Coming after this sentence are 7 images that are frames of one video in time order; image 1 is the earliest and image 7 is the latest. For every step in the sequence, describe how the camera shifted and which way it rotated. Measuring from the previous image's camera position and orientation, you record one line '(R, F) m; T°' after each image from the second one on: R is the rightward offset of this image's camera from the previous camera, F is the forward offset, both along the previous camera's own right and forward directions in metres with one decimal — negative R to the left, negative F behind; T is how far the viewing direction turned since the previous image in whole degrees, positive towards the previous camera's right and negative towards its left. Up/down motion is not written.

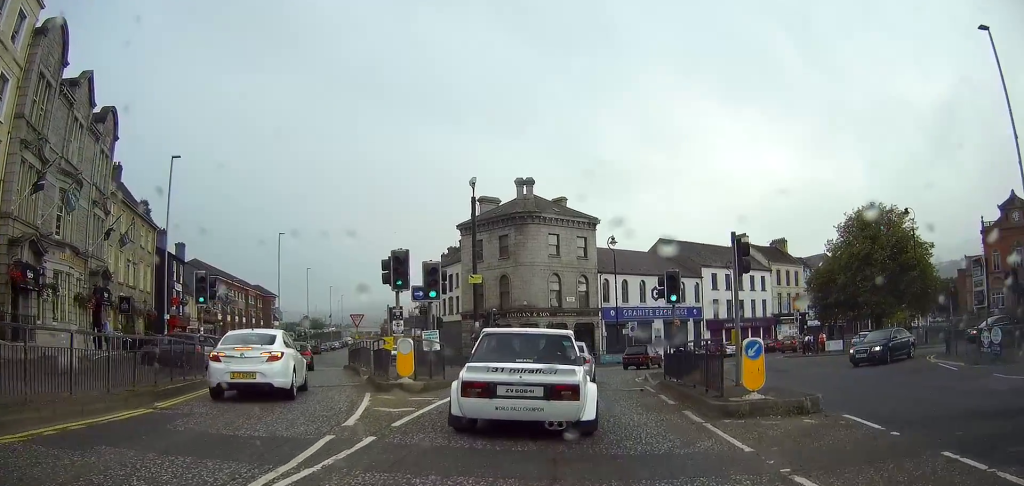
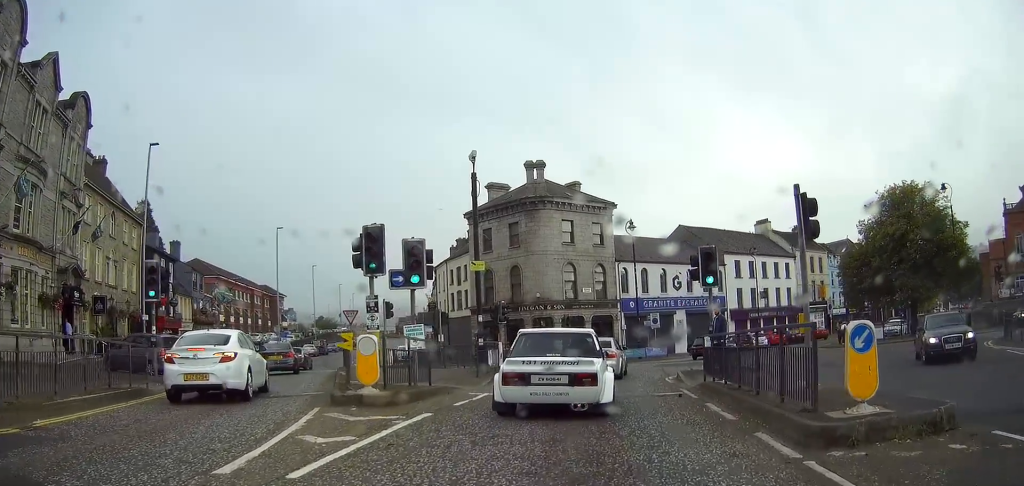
(-0.1, +5.1) m; -1°
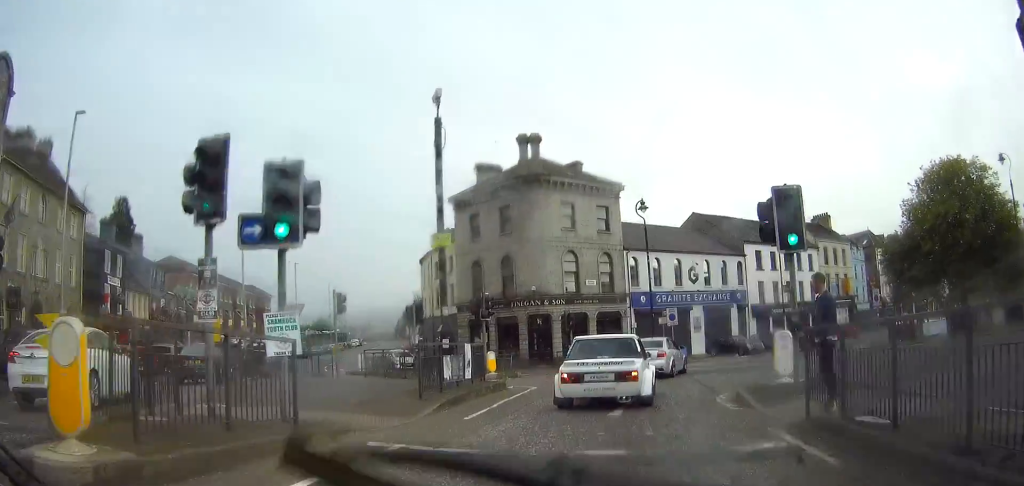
(0.0, +9.2) m; +1°
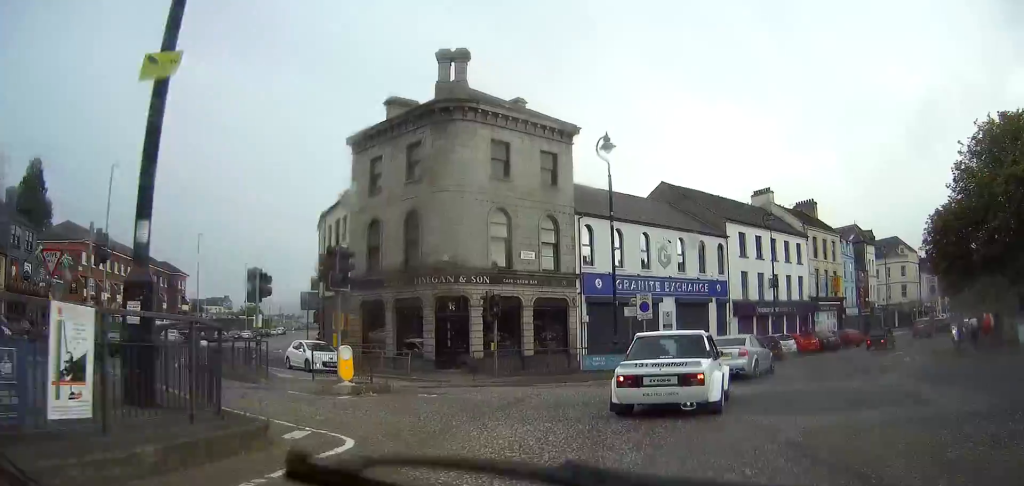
(+0.9, +13.4) m; +10°
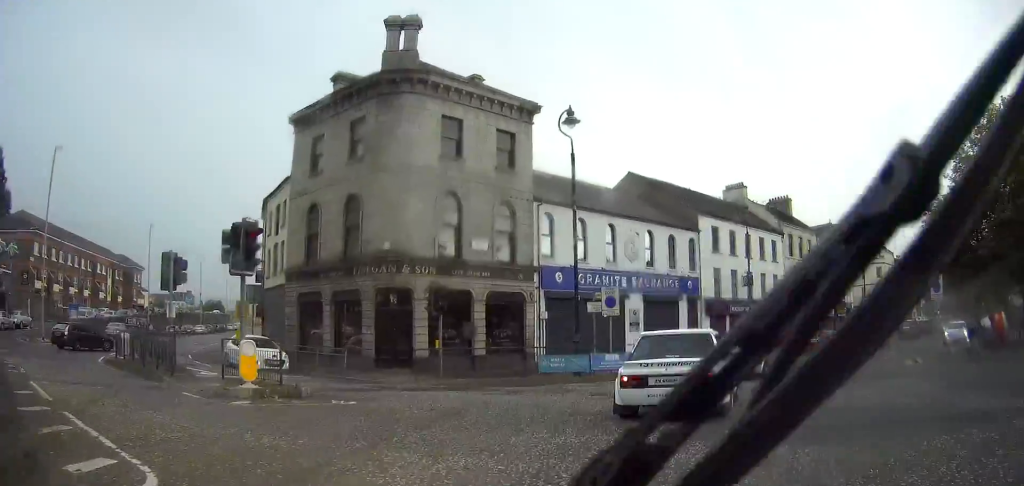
(+0.1, +3.3) m; +3°
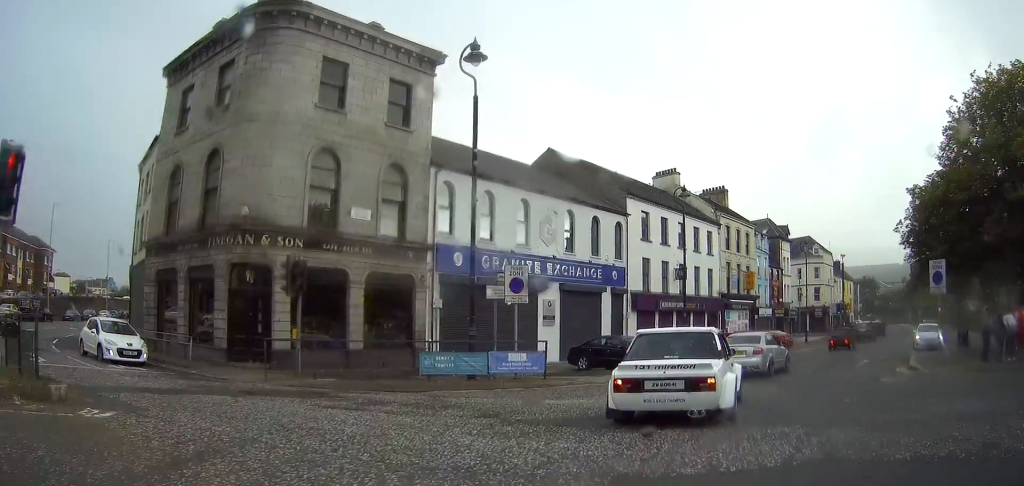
(+0.2, +5.6) m; +7°
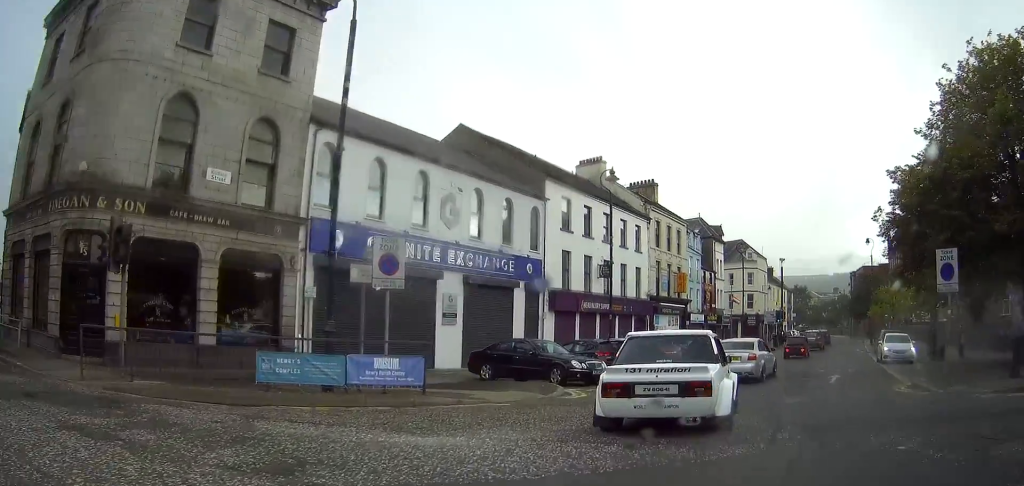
(+0.4, +4.7) m; +9°
